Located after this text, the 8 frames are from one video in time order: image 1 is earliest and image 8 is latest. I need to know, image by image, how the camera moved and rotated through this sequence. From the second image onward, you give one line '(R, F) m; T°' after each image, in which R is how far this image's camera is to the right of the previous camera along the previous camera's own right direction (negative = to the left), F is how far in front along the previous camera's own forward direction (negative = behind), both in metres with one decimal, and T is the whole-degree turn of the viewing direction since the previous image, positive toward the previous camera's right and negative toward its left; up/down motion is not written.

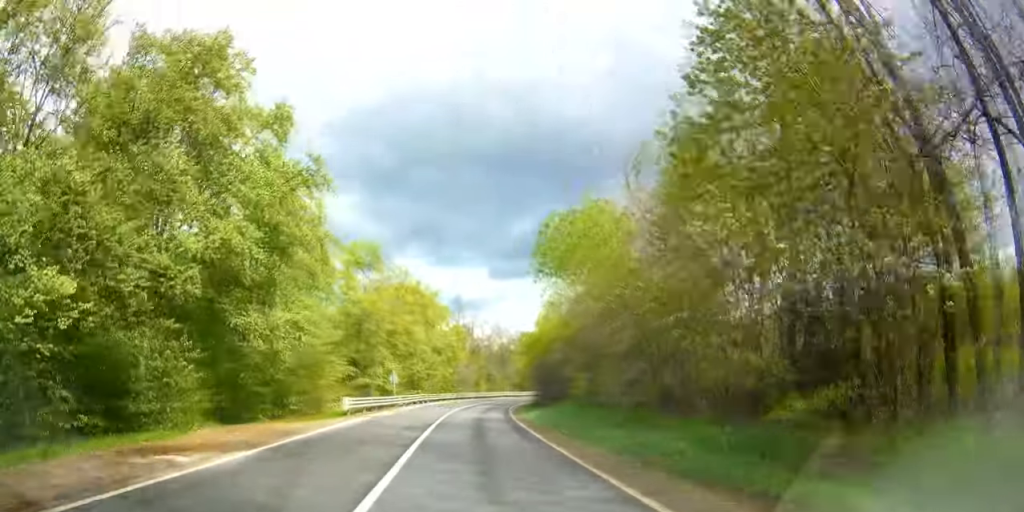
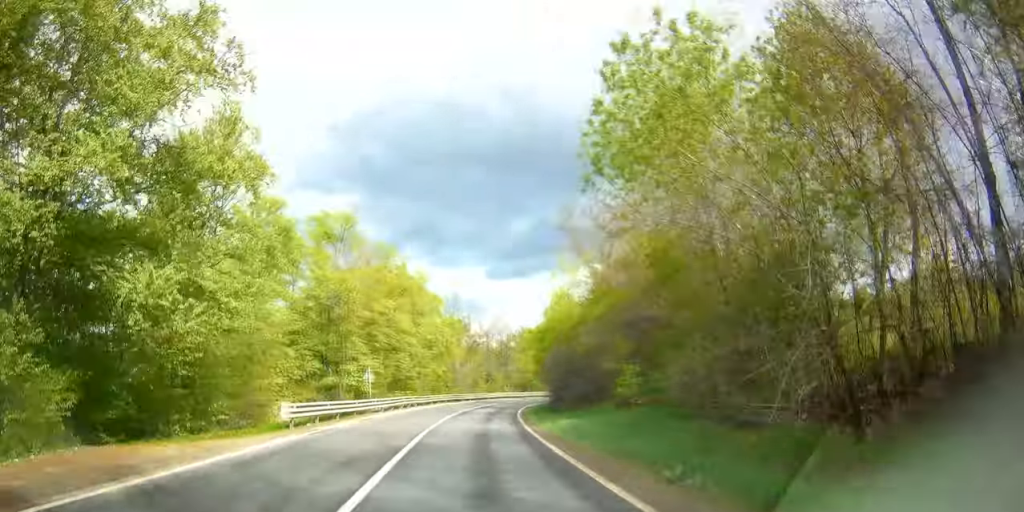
(0.0, +10.0) m; 0°
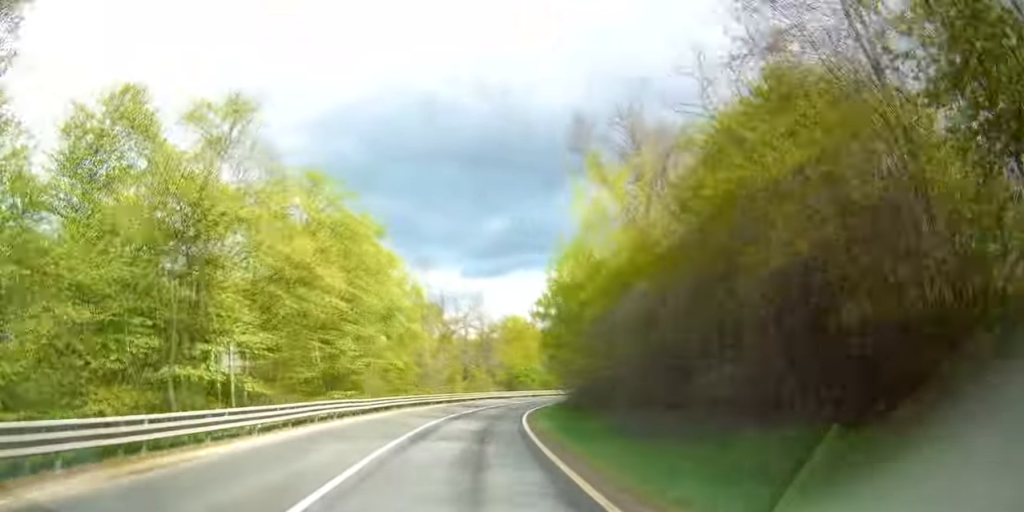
(0.0, +18.1) m; 0°
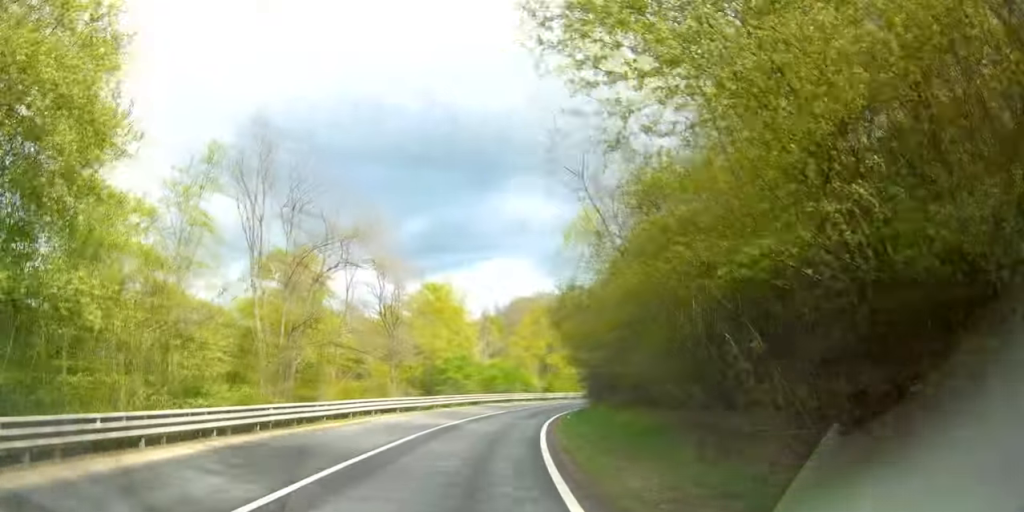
(0.0, +34.3) m; -2°
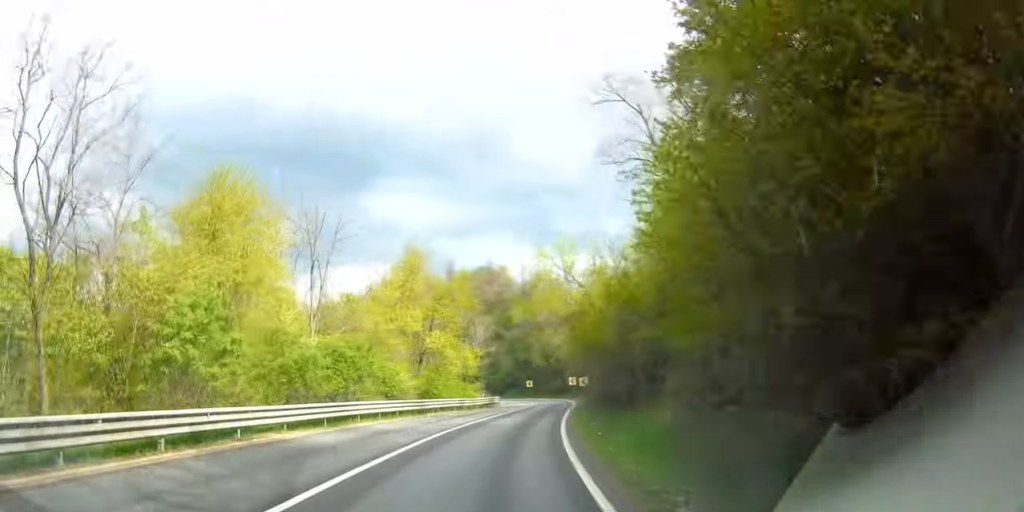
(-1.0, +32.7) m; 0°
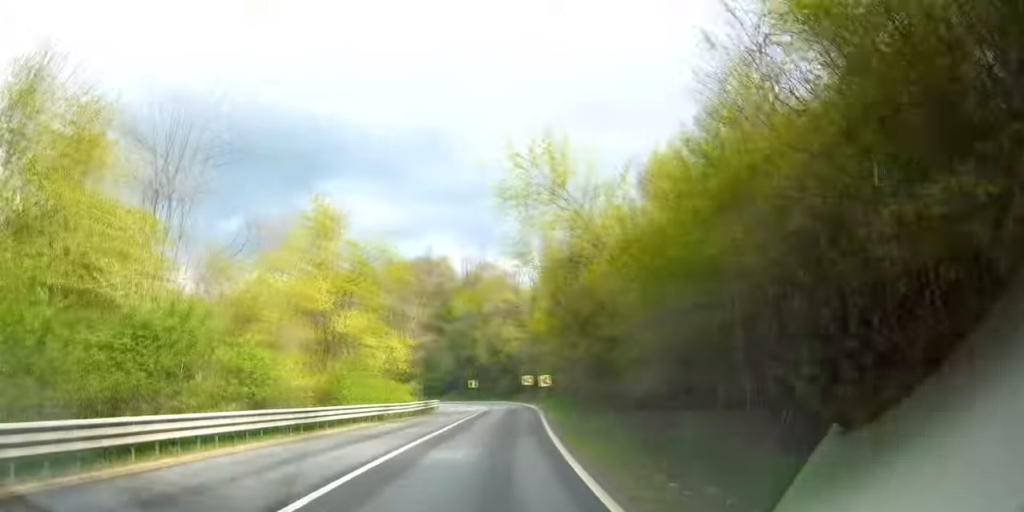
(-0.2, +13.8) m; +5°
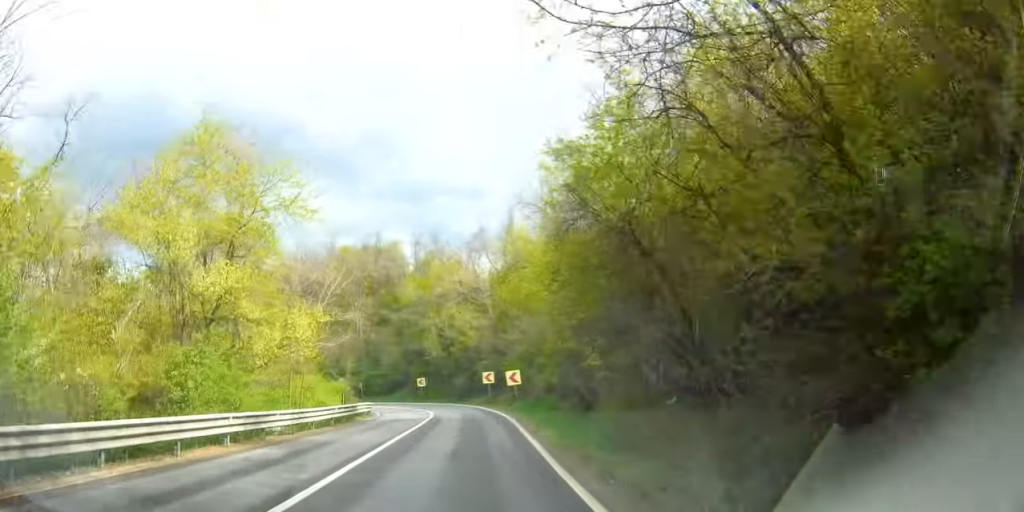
(+1.2, +14.2) m; +5°
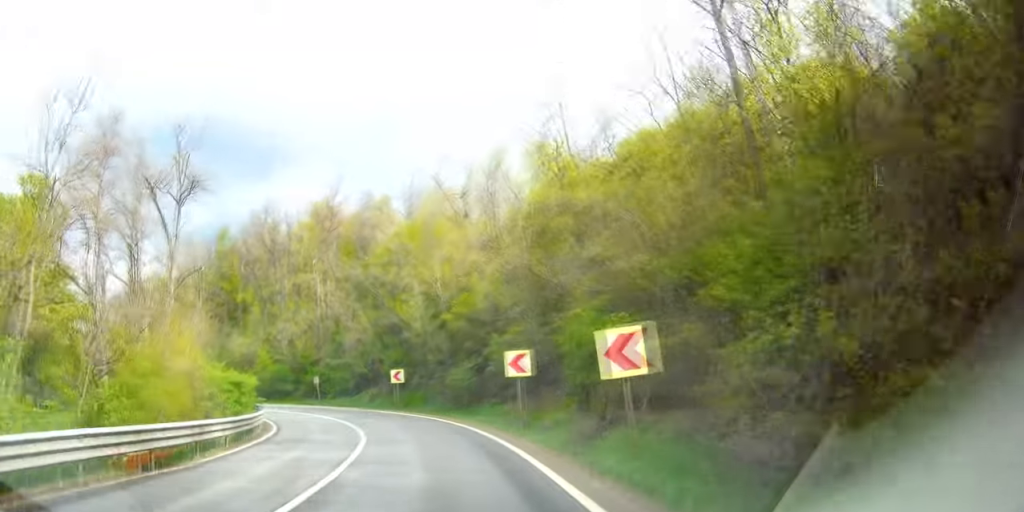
(+2.4, +26.3) m; +8°
